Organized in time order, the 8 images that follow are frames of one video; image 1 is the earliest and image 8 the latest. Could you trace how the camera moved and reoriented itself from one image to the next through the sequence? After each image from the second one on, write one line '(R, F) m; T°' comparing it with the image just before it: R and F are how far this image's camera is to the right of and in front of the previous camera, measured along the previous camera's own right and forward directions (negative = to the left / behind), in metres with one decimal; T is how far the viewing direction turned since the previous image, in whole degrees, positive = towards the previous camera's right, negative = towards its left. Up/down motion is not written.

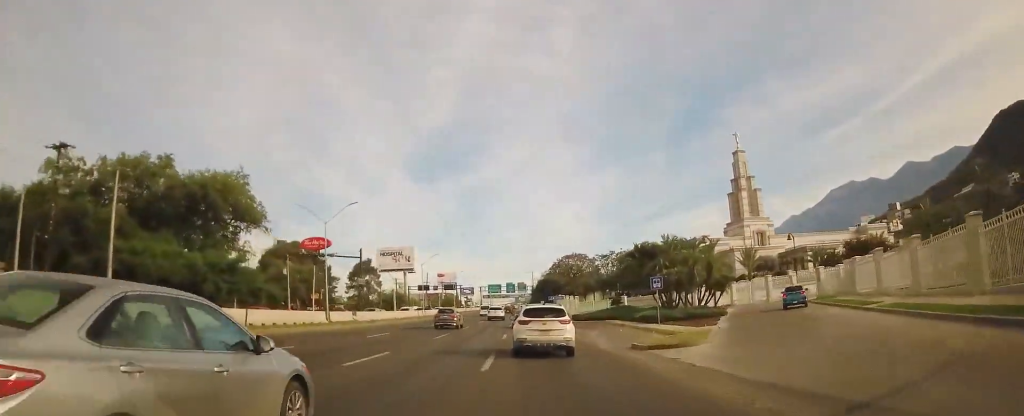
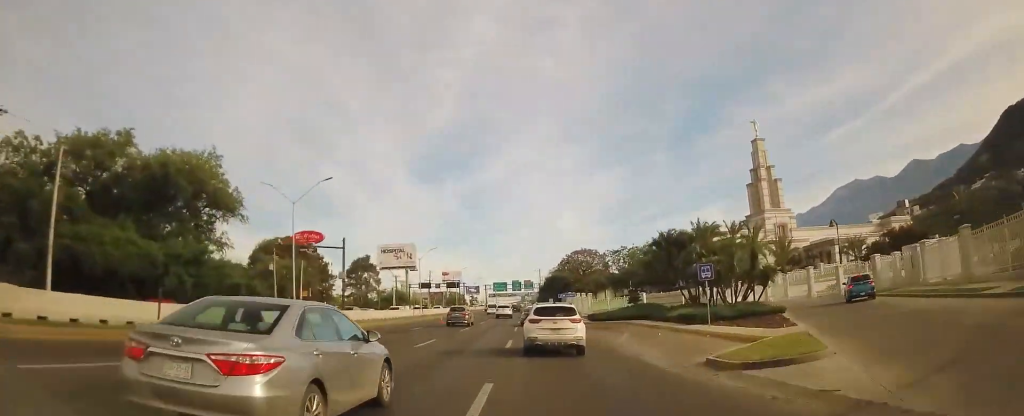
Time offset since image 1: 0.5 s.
(0.0, +7.8) m; 0°
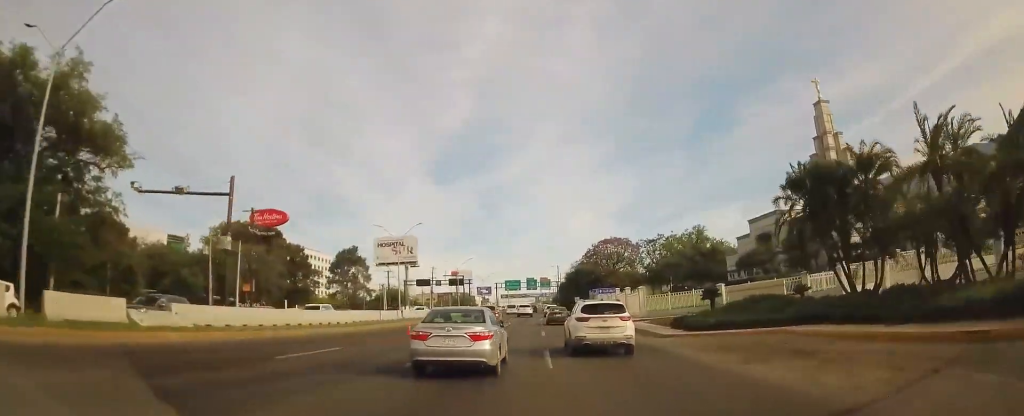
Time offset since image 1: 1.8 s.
(-0.1, +22.9) m; -1°
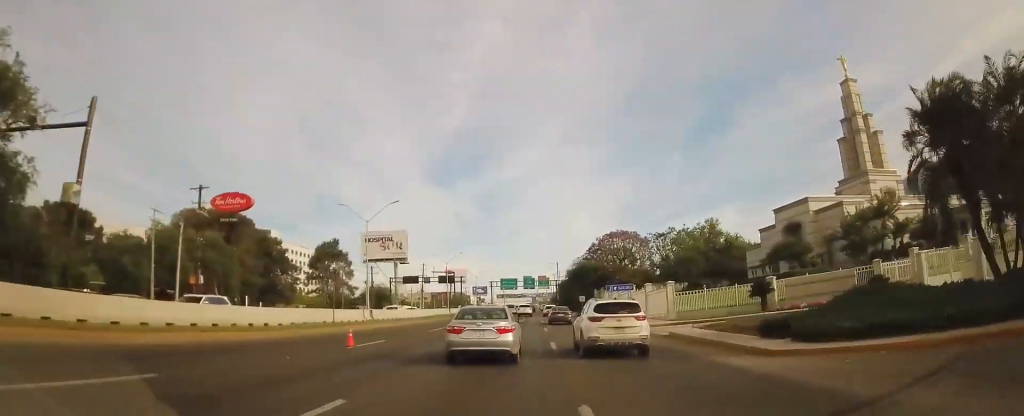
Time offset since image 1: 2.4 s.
(0.0, +10.6) m; 0°
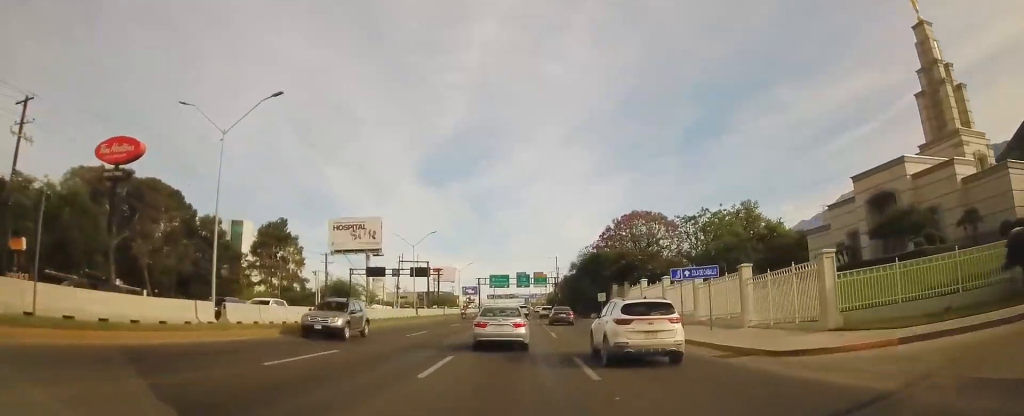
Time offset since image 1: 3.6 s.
(+0.3, +22.2) m; +1°
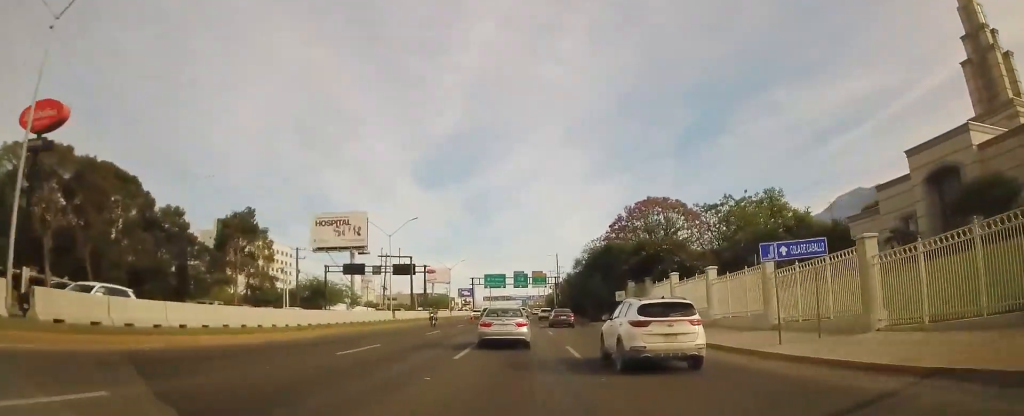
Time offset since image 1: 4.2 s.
(+0.1, +10.3) m; 0°
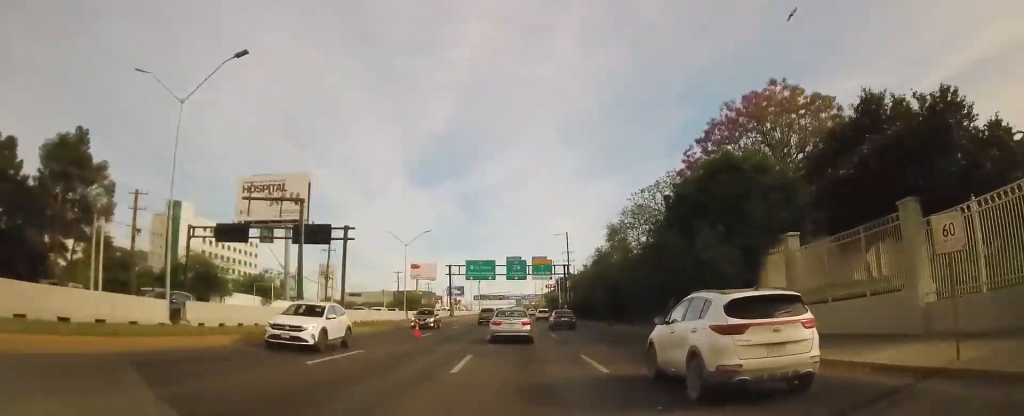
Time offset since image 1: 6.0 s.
(+0.4, +33.4) m; +1°
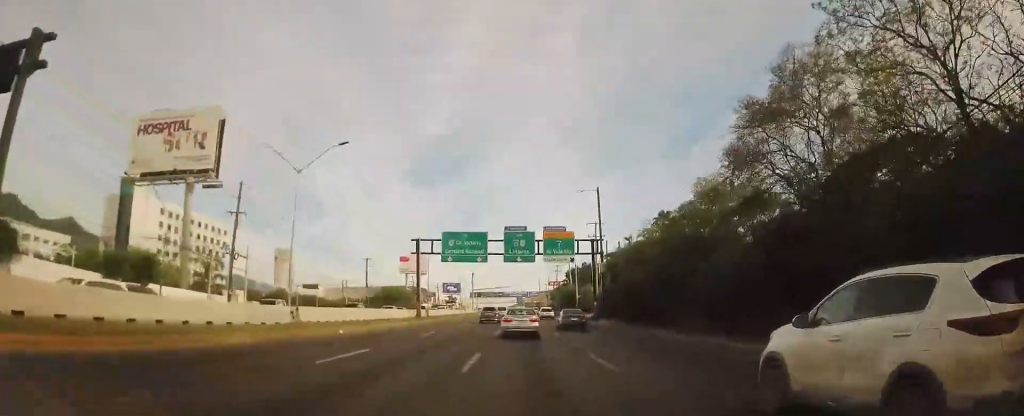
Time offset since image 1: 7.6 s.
(-0.5, +30.5) m; -2°
